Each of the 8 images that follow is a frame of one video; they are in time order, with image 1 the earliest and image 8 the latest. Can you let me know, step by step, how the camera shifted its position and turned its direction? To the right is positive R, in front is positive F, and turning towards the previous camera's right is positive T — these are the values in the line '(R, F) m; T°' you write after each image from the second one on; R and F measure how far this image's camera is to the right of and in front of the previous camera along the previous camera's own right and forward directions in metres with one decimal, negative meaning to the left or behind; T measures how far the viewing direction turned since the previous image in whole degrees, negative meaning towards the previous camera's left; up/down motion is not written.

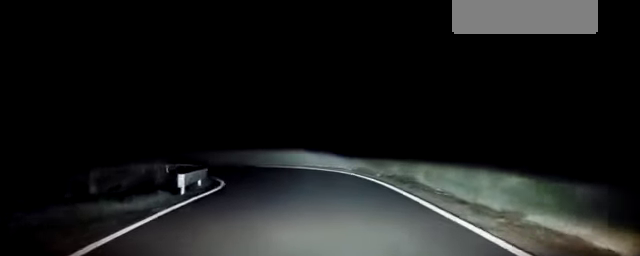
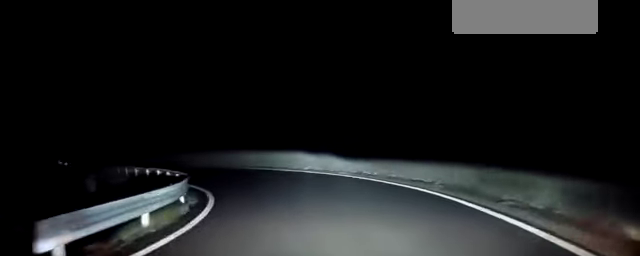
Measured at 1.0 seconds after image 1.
(-0.7, +5.8) m; -9°
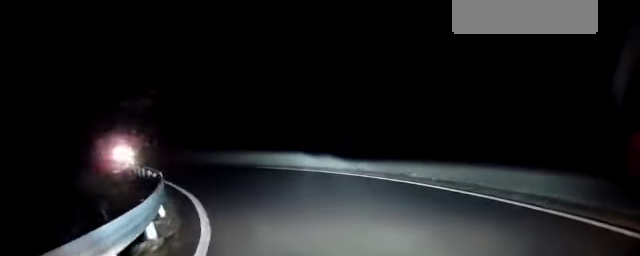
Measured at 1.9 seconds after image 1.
(-0.2, +5.9) m; -10°
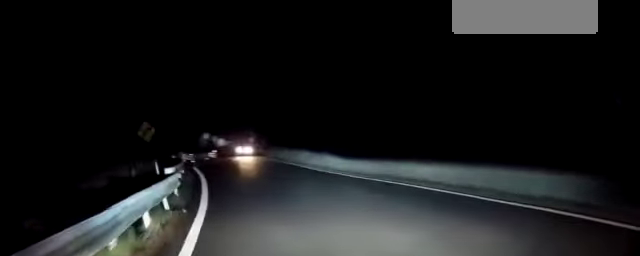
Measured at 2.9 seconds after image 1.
(-1.0, +6.8) m; -23°
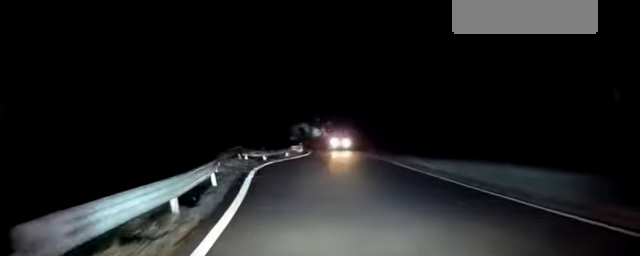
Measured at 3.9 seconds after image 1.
(-1.9, +7.7) m; -19°
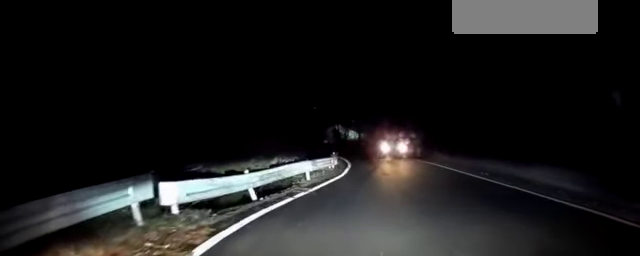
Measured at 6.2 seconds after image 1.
(-2.2, +17.0) m; -8°
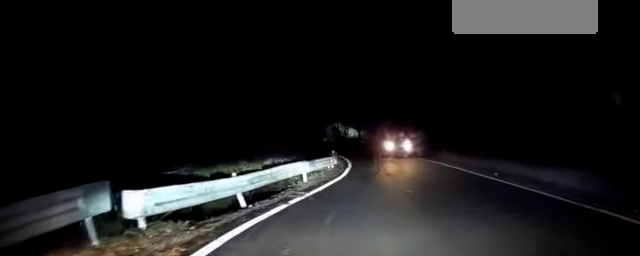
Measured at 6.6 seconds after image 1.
(+0.1, +2.6) m; 0°
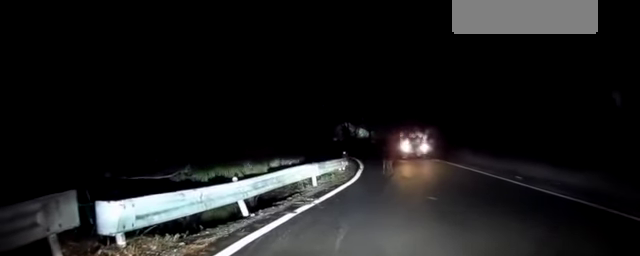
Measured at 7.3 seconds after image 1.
(-0.2, +3.1) m; -4°
